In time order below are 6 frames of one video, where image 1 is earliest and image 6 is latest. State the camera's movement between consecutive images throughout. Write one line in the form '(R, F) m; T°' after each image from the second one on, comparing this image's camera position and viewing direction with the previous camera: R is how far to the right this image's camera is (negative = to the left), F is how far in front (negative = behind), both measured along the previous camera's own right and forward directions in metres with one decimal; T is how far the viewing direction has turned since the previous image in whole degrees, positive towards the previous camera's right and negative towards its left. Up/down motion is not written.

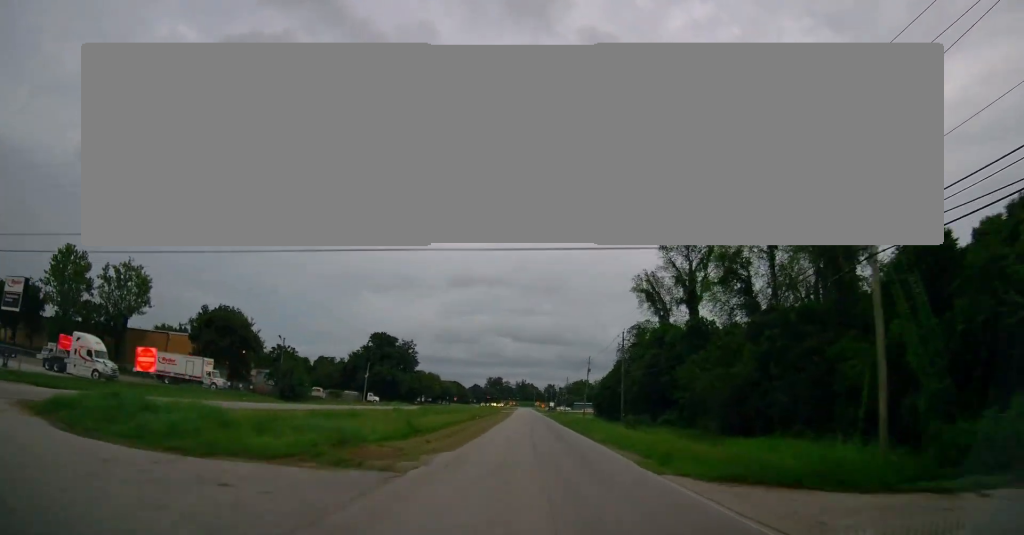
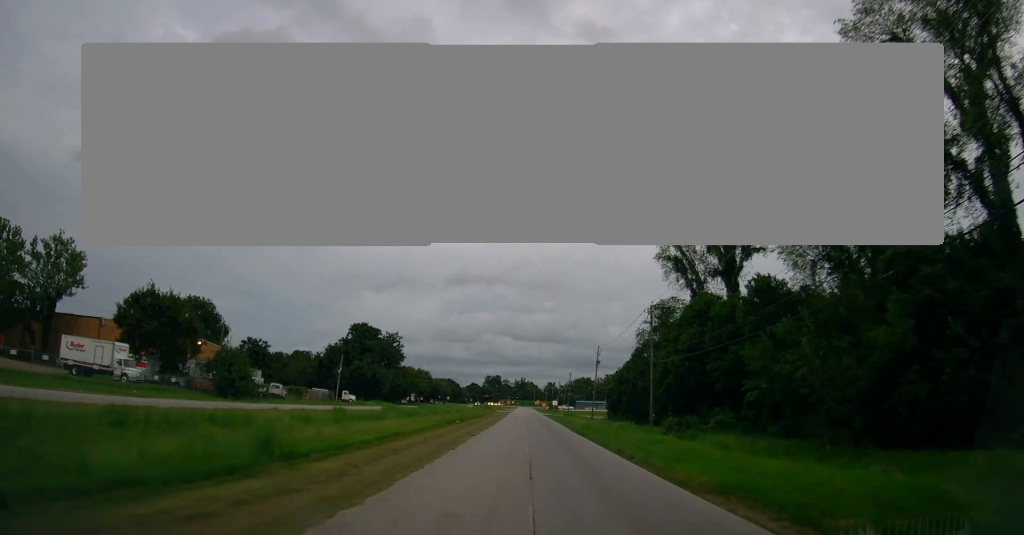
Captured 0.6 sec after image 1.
(+0.1, +17.1) m; 0°
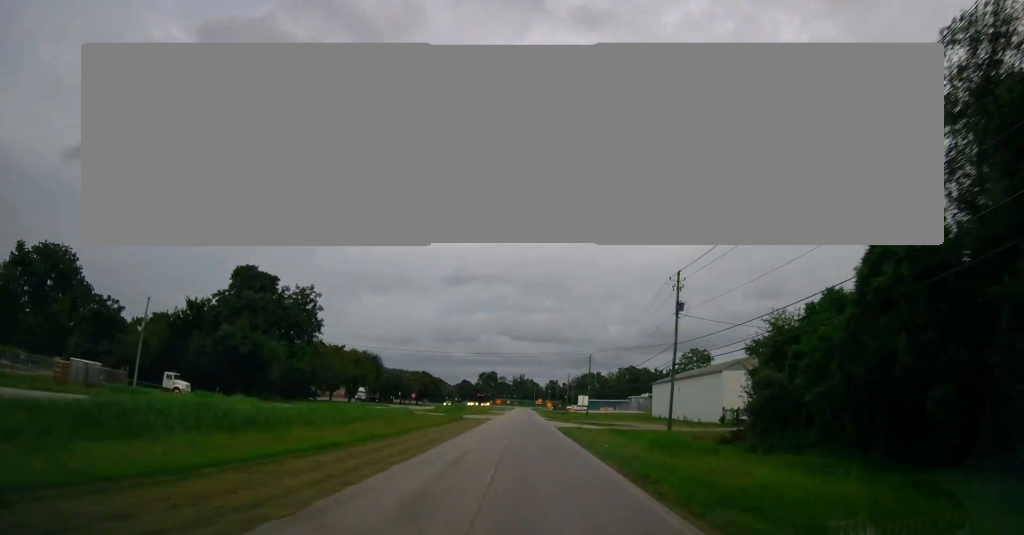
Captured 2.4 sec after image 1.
(-0.2, +57.0) m; 0°
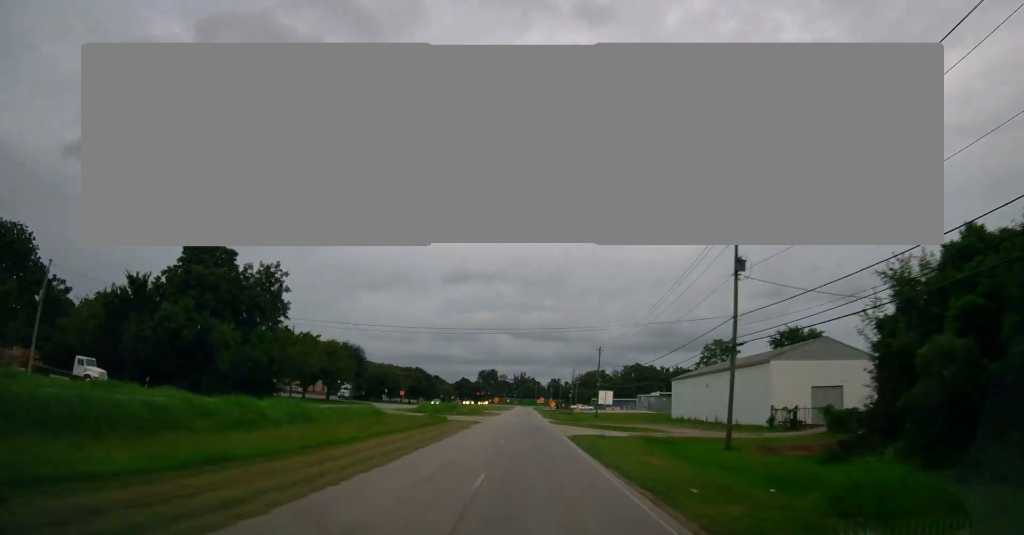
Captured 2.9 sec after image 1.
(0.0, +13.3) m; 0°
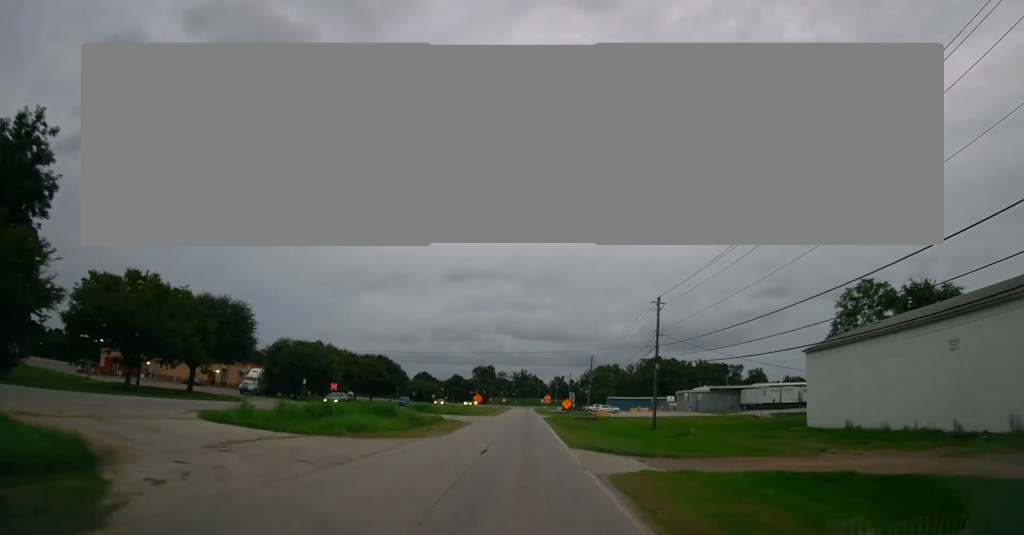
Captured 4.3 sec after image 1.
(-0.2, +43.3) m; -1°
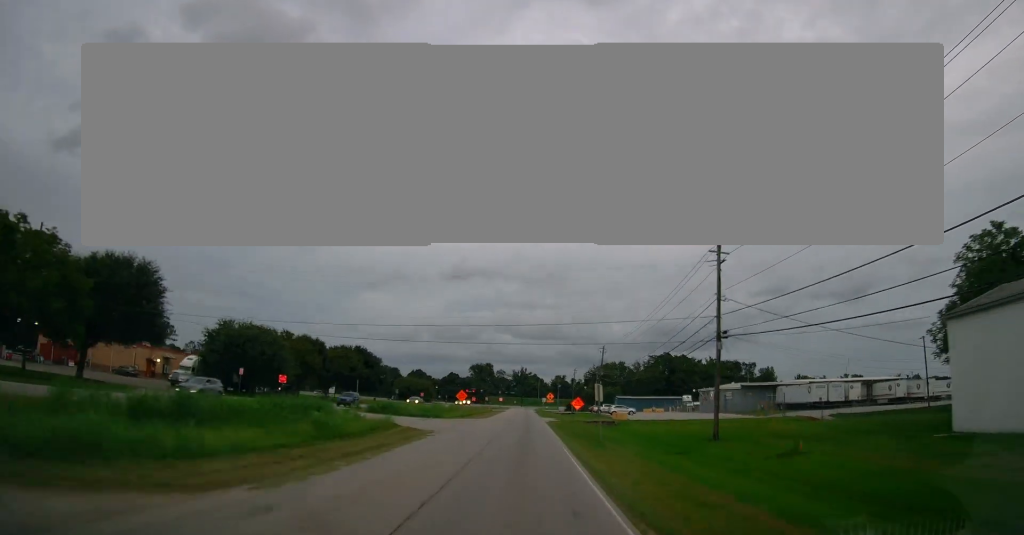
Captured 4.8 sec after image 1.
(-0.2, +17.5) m; 0°
